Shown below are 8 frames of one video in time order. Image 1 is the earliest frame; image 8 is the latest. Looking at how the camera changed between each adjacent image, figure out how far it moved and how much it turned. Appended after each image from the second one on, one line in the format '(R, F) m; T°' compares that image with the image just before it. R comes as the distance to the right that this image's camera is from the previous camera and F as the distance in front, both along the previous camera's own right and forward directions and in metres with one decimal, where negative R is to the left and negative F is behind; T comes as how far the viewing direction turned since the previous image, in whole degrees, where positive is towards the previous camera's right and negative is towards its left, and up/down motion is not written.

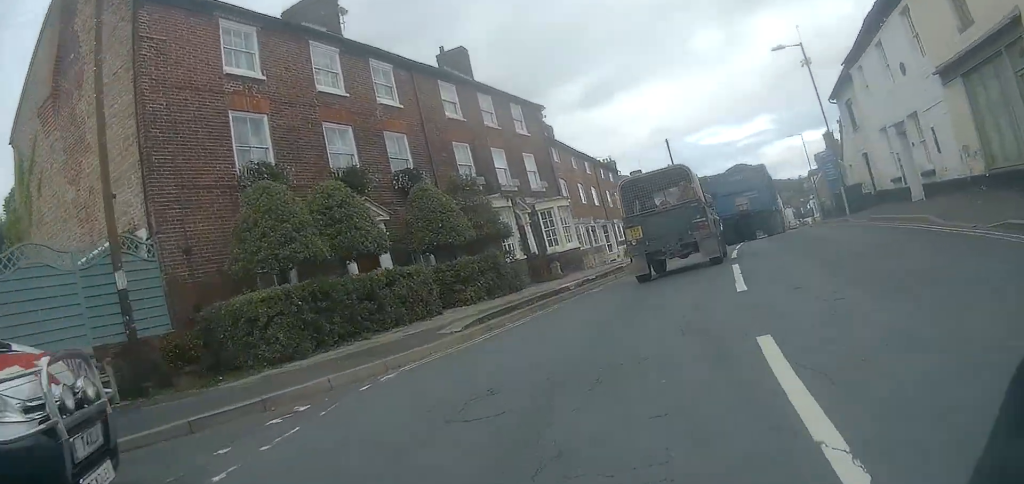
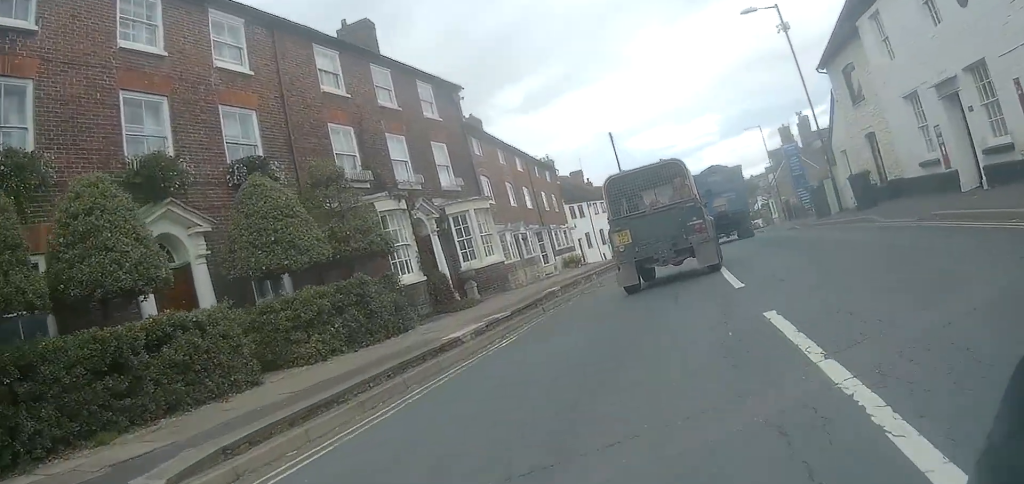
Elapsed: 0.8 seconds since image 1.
(0.0, +6.0) m; +2°
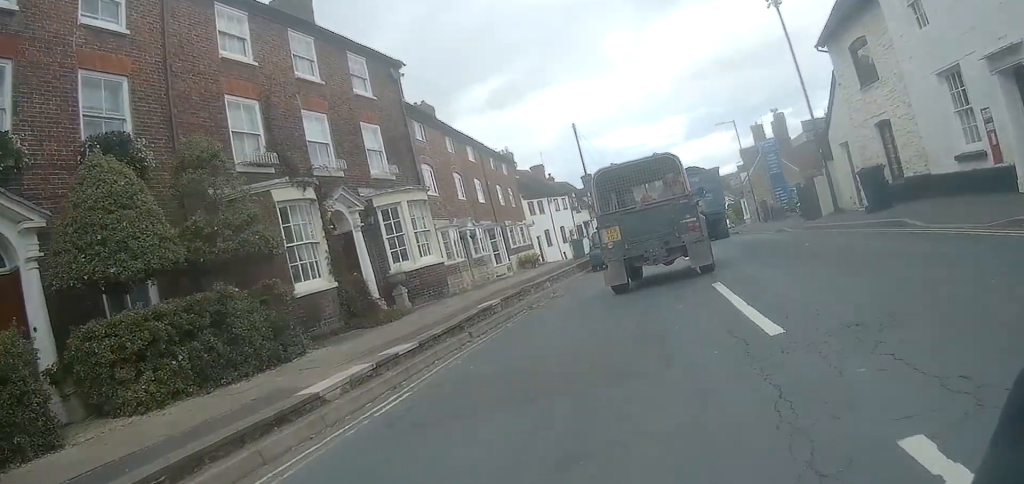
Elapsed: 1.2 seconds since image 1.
(+0.1, +3.4) m; +2°
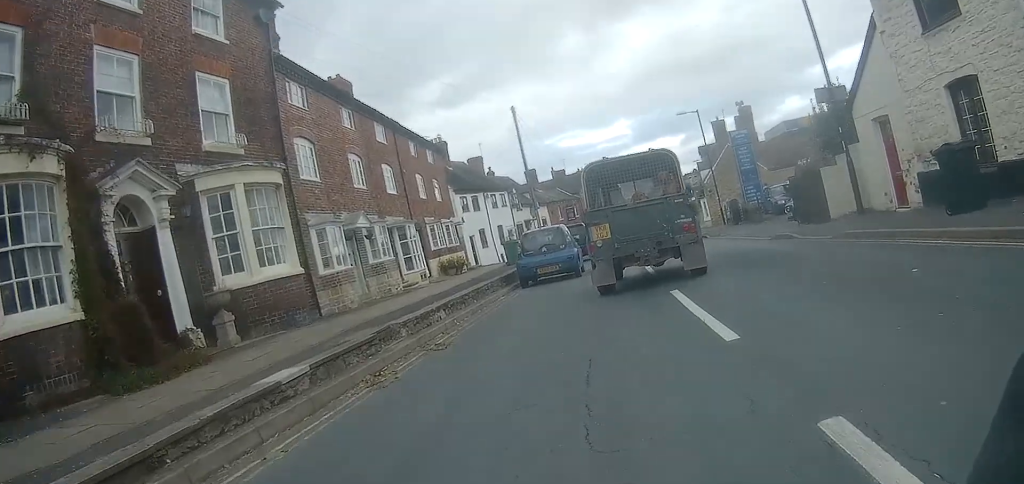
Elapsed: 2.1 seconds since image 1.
(+0.2, +6.2) m; +5°
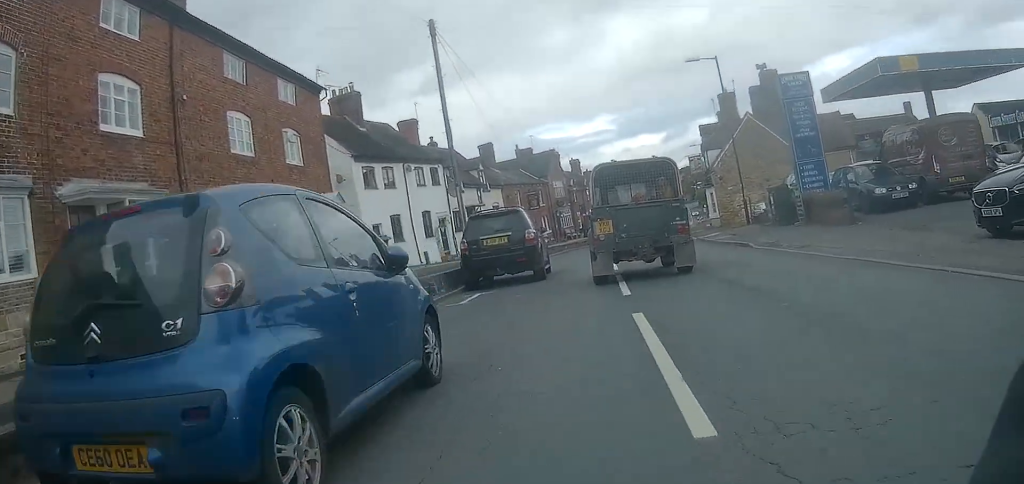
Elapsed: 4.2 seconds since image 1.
(+1.0, +14.1) m; +5°
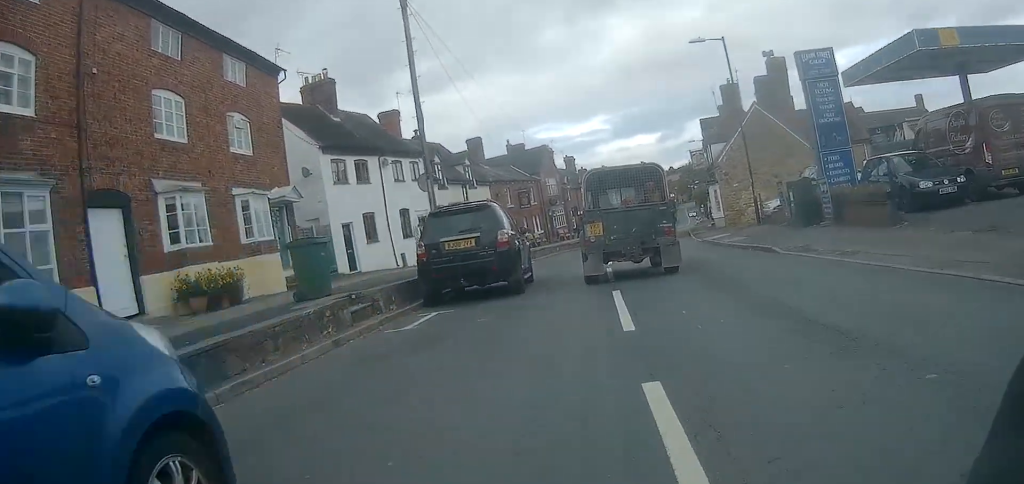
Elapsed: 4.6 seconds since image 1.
(0.0, +2.9) m; 0°
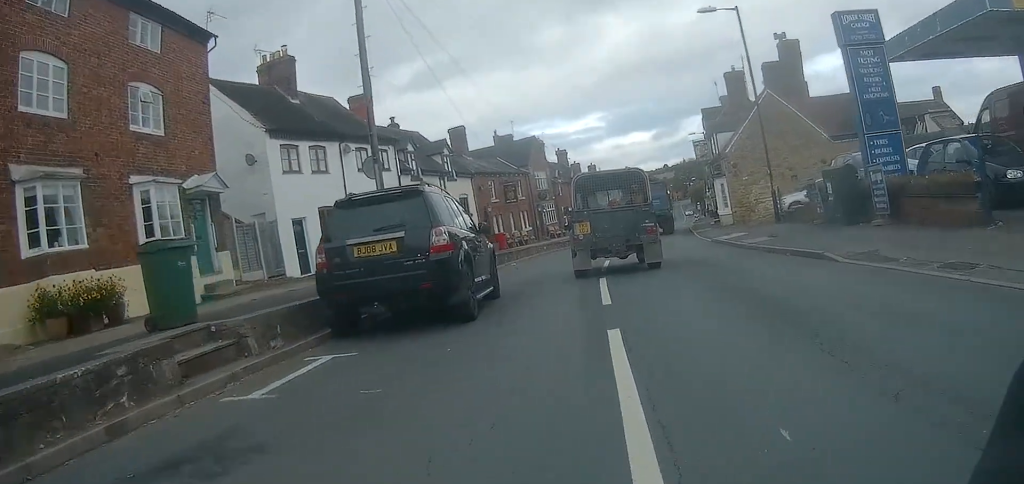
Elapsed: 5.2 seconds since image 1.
(-0.1, +3.8) m; -1°
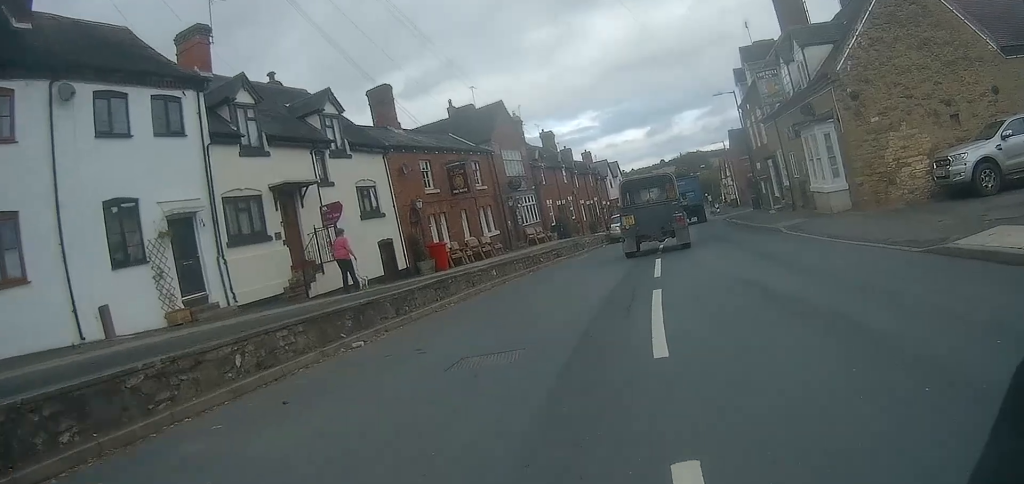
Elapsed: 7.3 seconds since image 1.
(-0.2, +16.1) m; +2°
